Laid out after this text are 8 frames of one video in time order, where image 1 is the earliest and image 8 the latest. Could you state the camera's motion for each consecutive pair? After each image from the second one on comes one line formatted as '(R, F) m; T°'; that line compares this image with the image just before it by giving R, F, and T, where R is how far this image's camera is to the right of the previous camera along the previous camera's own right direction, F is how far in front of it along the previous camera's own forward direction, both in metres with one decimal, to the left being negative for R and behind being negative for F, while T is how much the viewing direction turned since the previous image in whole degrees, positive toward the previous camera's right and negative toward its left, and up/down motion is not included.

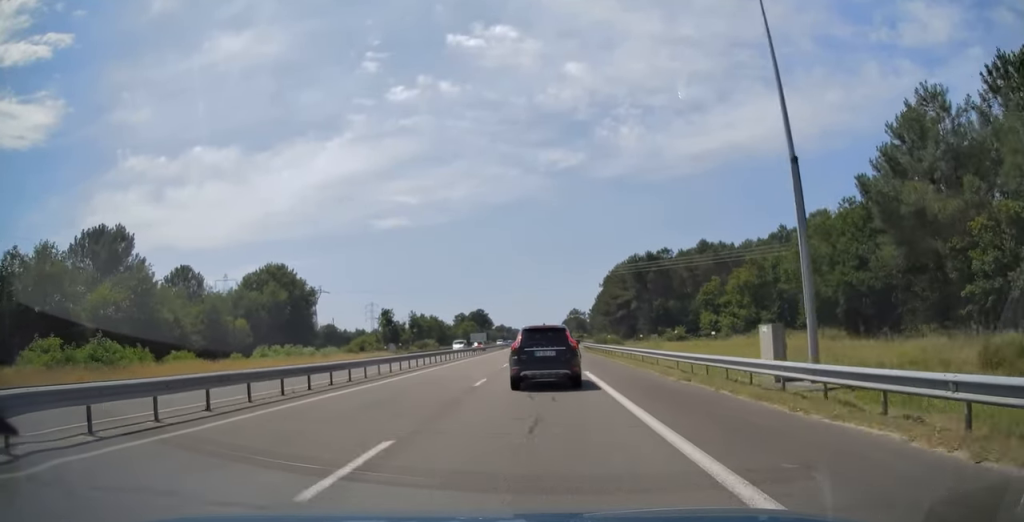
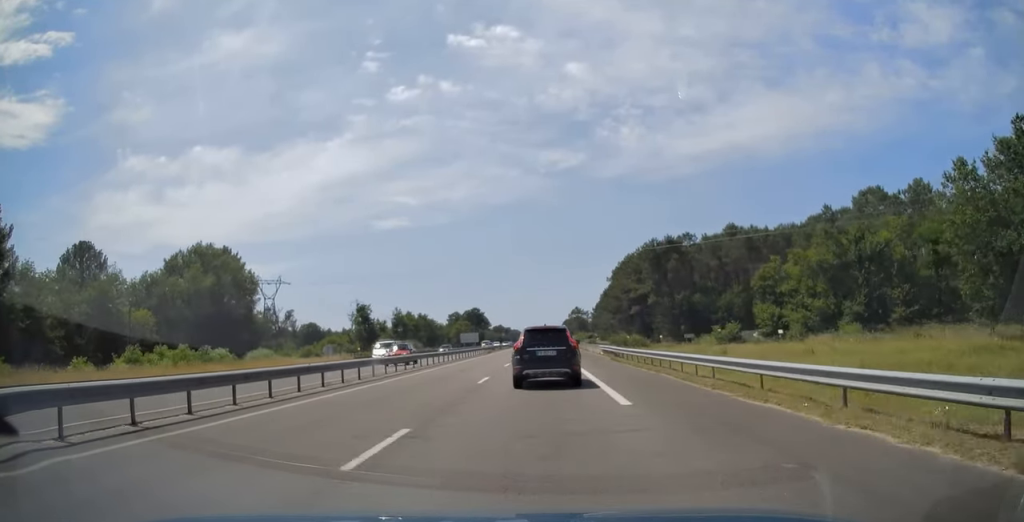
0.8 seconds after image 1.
(-0.1, +24.6) m; 0°
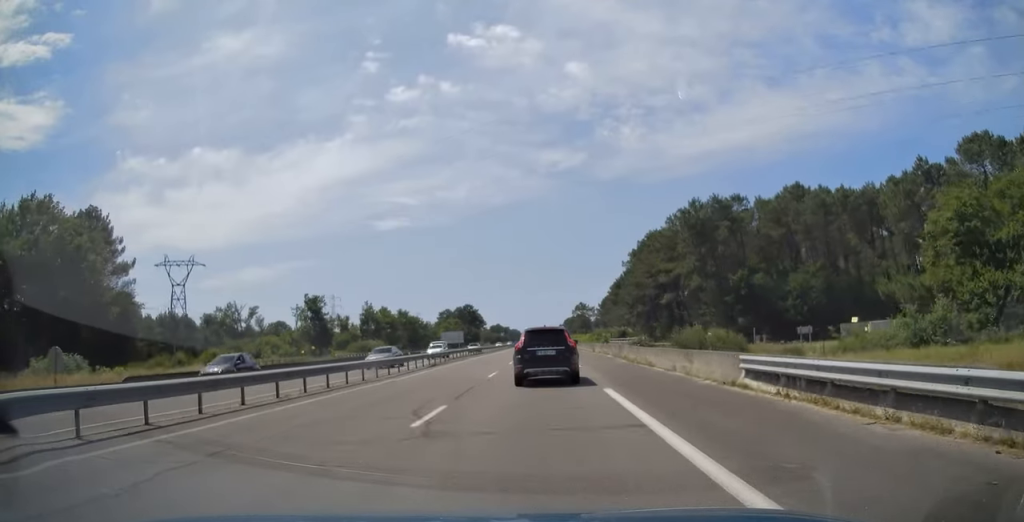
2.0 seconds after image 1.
(-0.2, +35.4) m; 0°
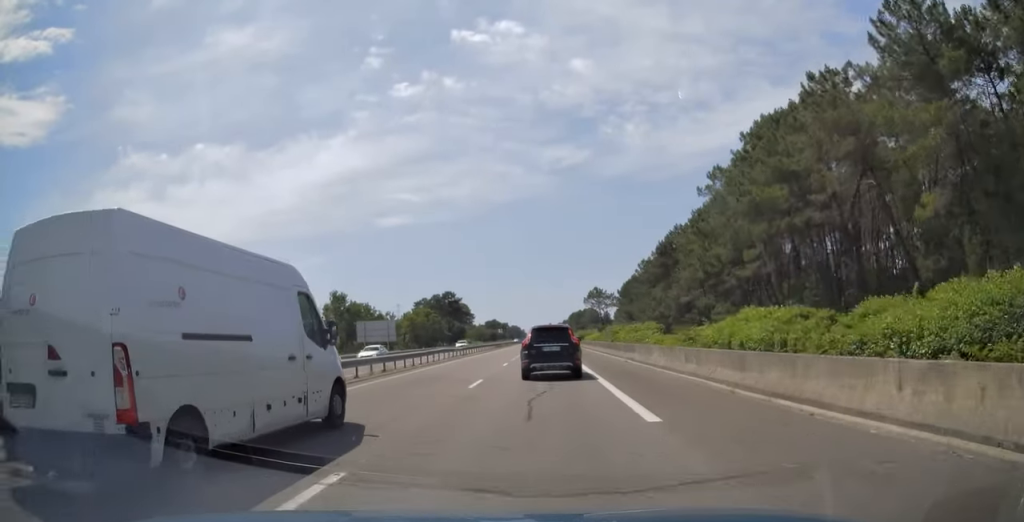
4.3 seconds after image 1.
(+0.2, +70.8) m; -1°
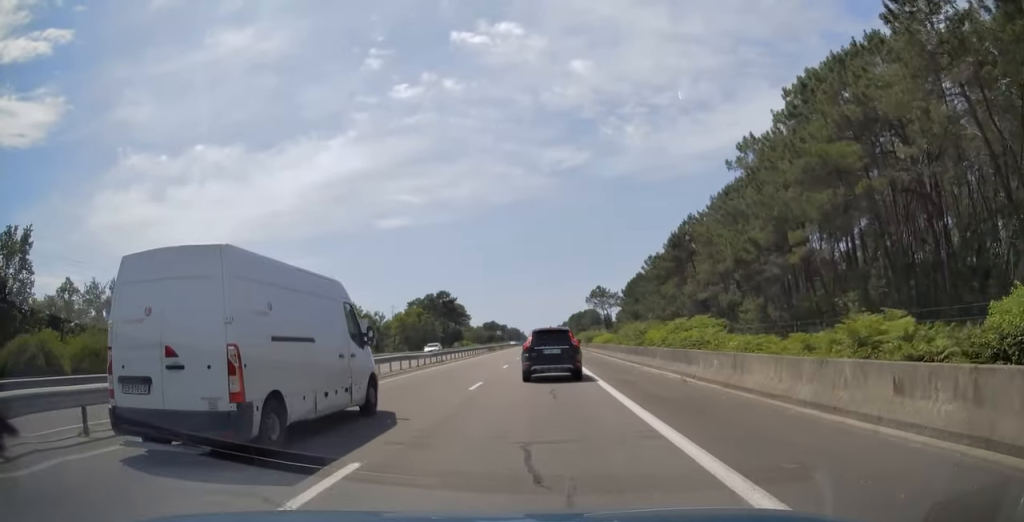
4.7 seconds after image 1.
(0.0, +12.7) m; 0°
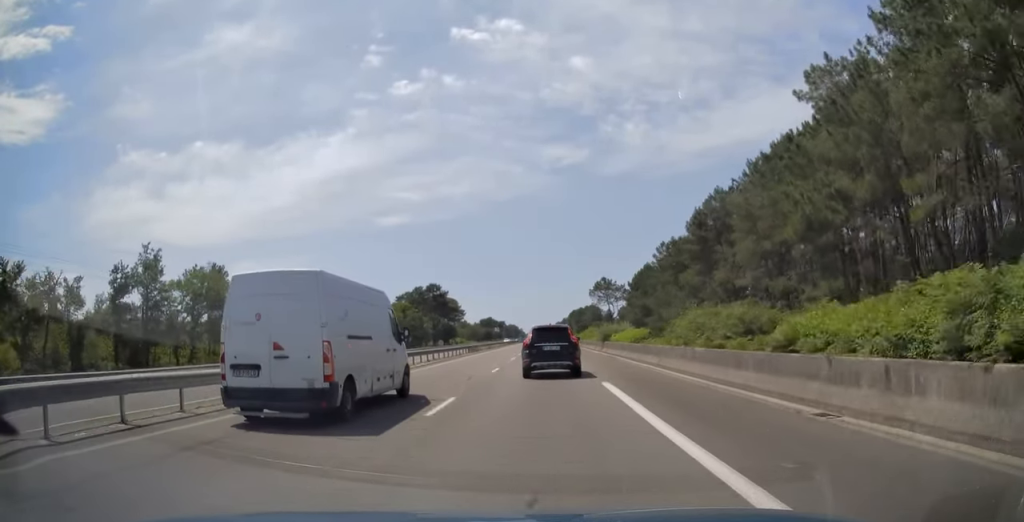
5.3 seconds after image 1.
(-0.1, +18.9) m; +1°
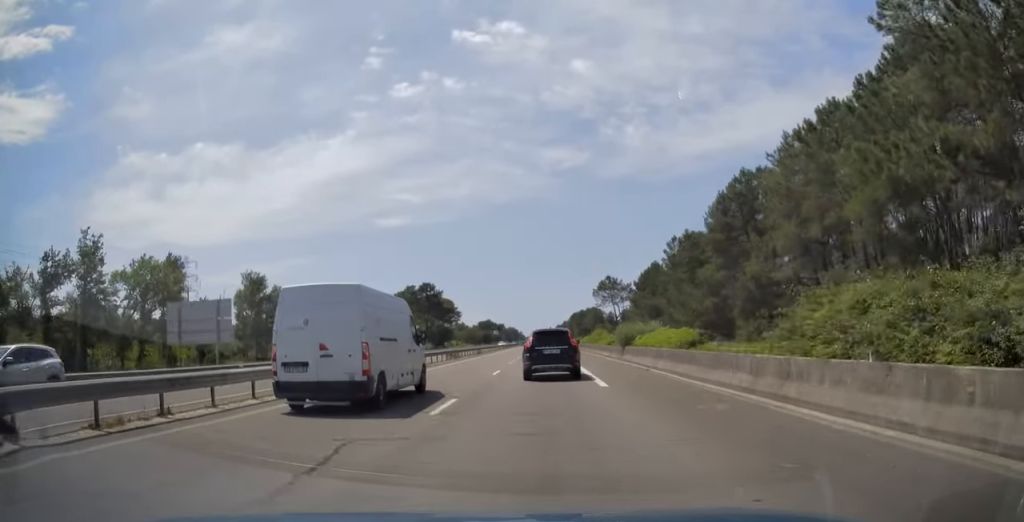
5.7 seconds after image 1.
(+0.2, +12.7) m; 0°
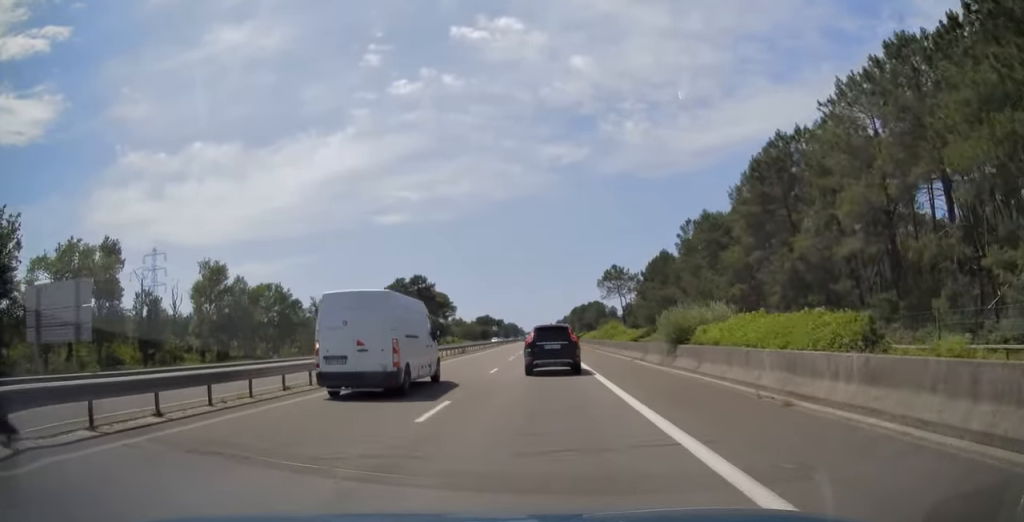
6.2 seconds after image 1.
(+0.2, +14.2) m; 0°
